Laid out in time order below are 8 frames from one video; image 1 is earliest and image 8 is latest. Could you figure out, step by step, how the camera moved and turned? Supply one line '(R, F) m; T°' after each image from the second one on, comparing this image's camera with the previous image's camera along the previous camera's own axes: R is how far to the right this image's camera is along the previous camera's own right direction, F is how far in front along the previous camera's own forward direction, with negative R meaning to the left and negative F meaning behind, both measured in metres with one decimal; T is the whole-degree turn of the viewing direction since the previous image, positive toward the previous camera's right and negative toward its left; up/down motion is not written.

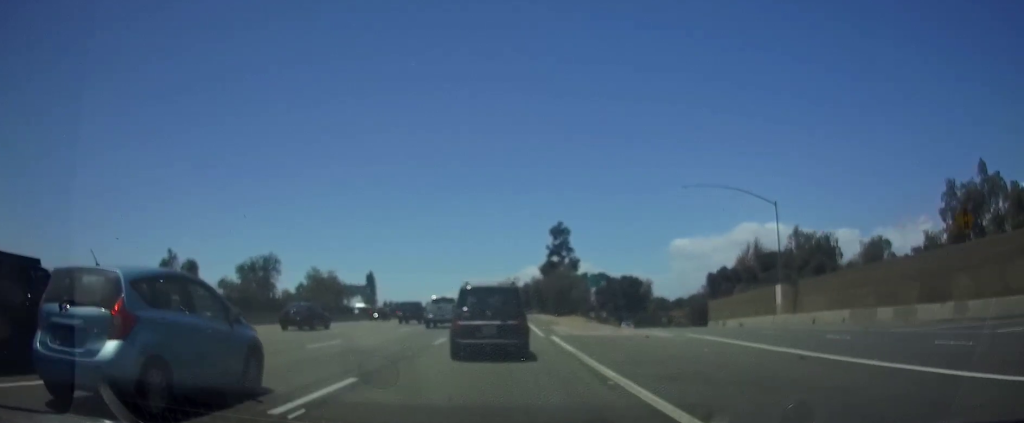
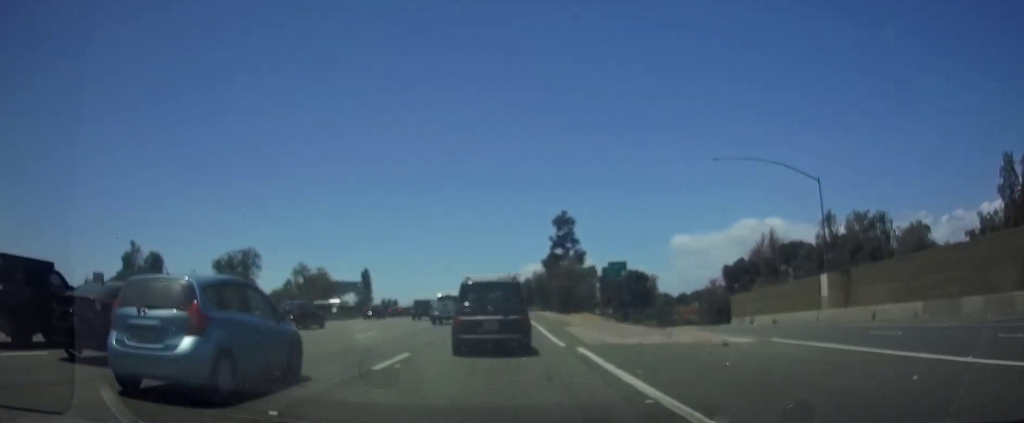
(0.0, +9.5) m; 0°
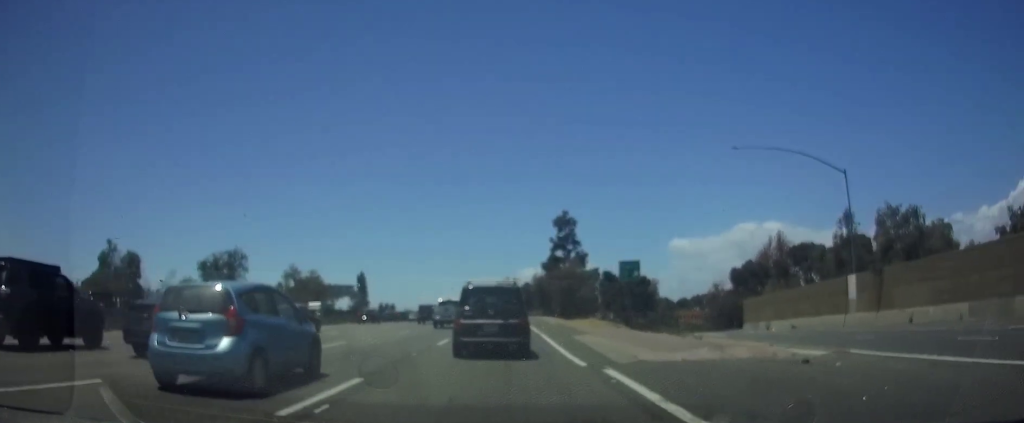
(0.0, +5.1) m; 0°
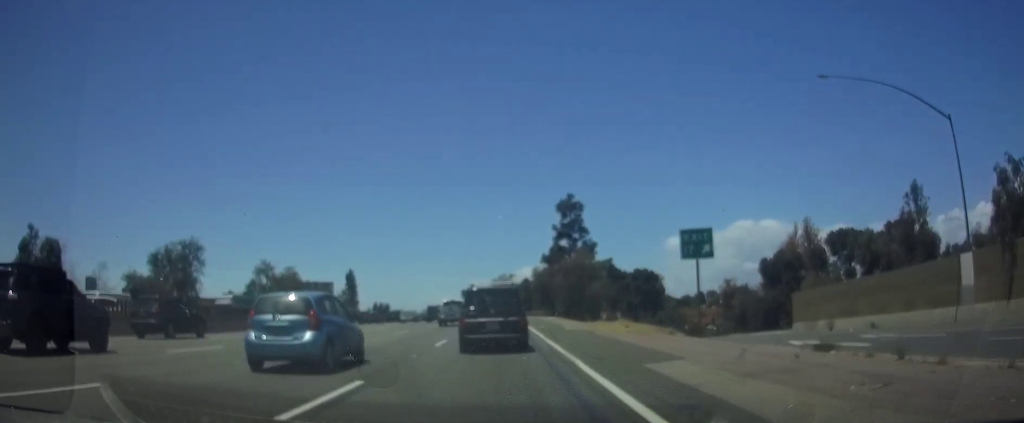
(-0.1, +15.3) m; 0°
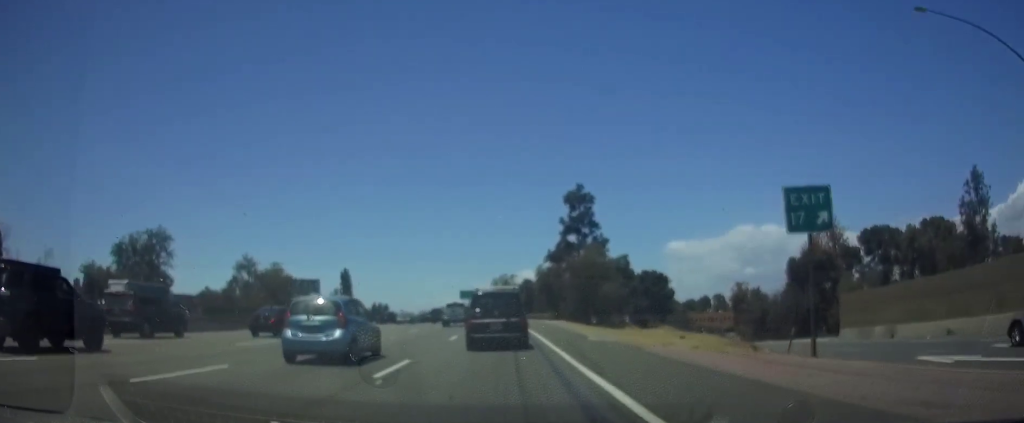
(0.0, +10.0) m; 0°
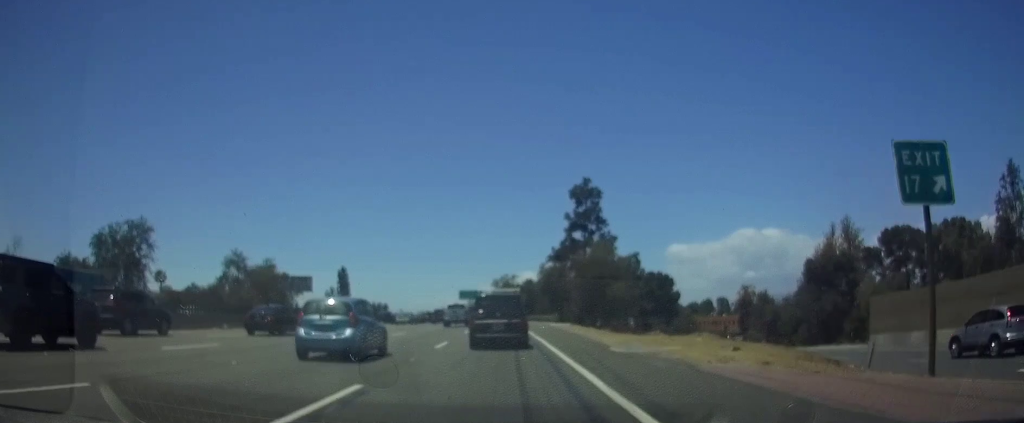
(0.0, +5.3) m; 0°
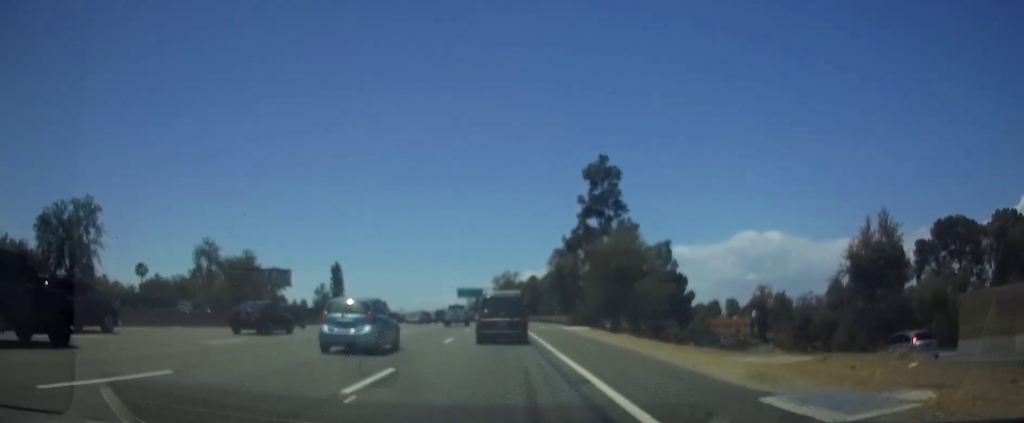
(-0.1, +12.3) m; 0°
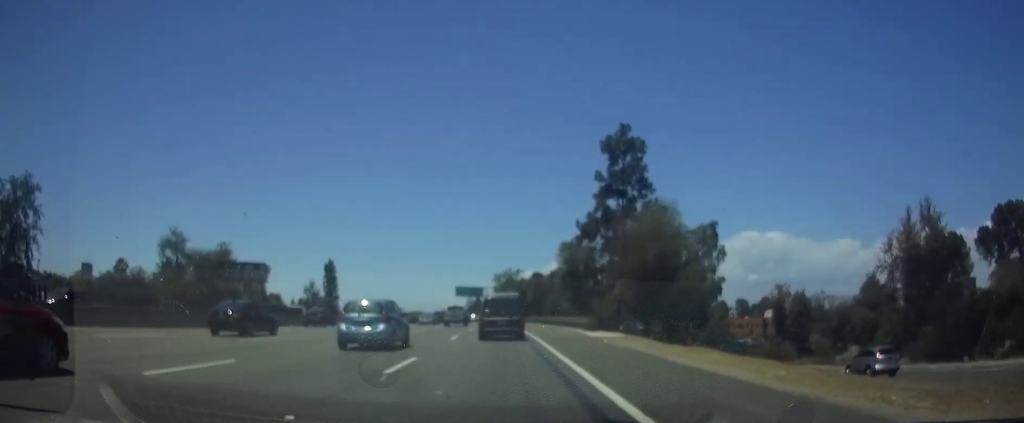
(+0.1, +12.0) m; 0°
